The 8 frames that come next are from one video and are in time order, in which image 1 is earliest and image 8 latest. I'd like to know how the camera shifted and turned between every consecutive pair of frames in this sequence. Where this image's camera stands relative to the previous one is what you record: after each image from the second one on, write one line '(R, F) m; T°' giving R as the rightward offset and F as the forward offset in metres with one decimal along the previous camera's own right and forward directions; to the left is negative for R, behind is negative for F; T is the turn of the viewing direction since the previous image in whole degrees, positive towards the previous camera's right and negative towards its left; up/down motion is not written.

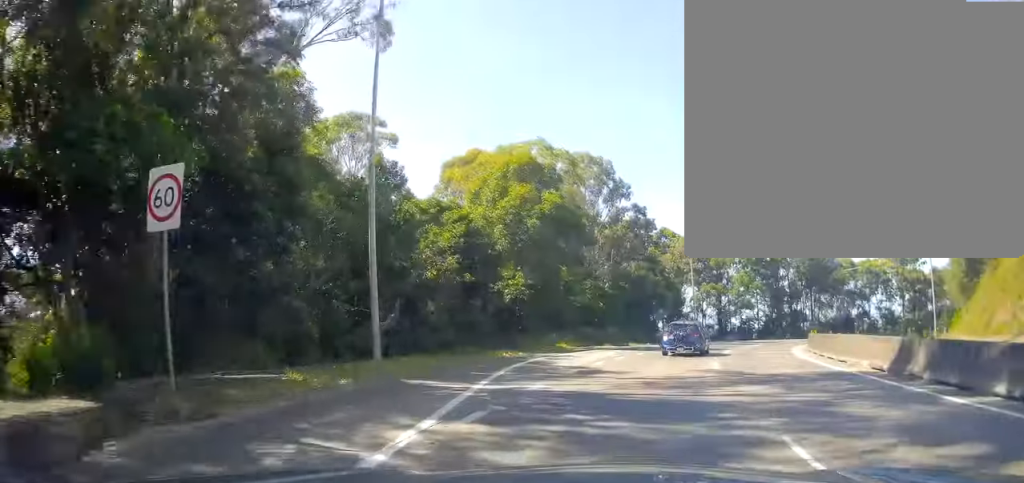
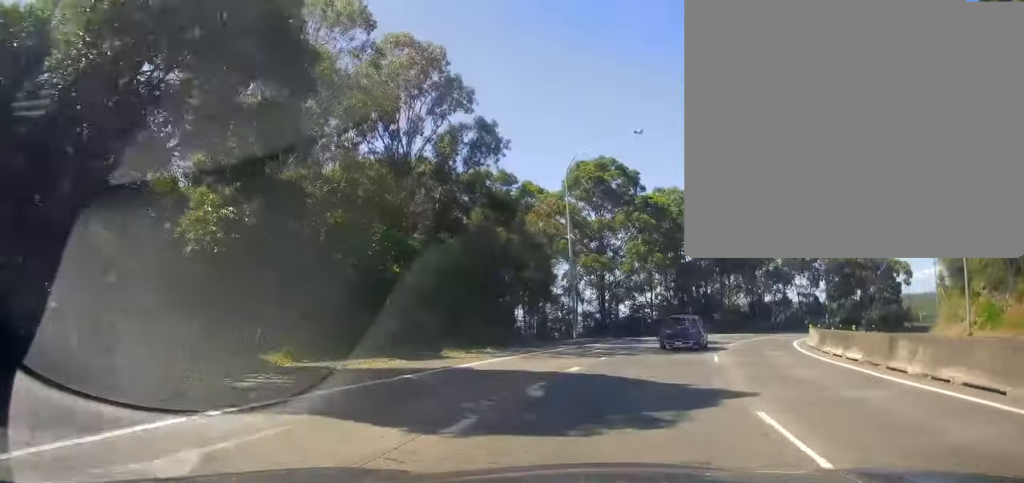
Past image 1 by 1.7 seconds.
(+3.2, +21.8) m; +16°
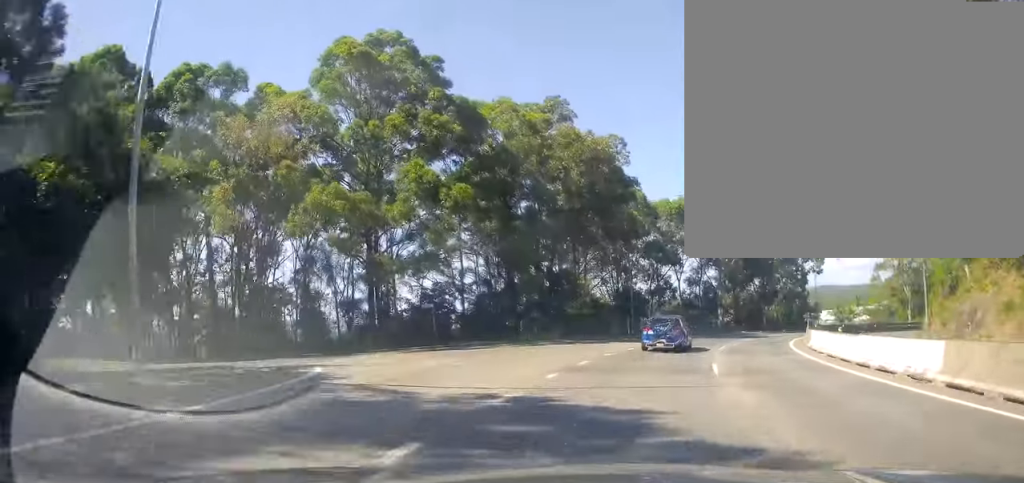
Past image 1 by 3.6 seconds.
(+2.4, +26.5) m; +12°
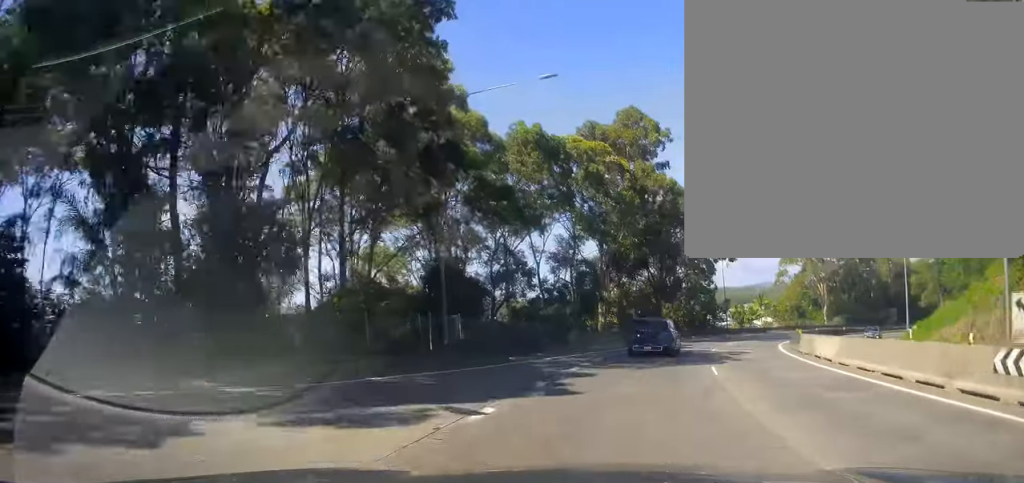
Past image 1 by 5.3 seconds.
(+3.5, +22.9) m; +16°
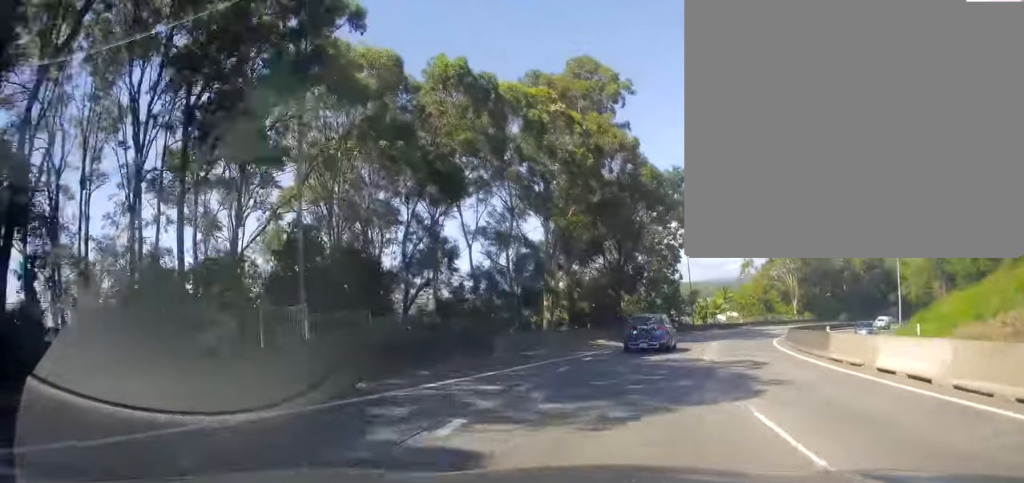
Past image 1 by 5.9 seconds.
(-0.1, +8.4) m; +5°
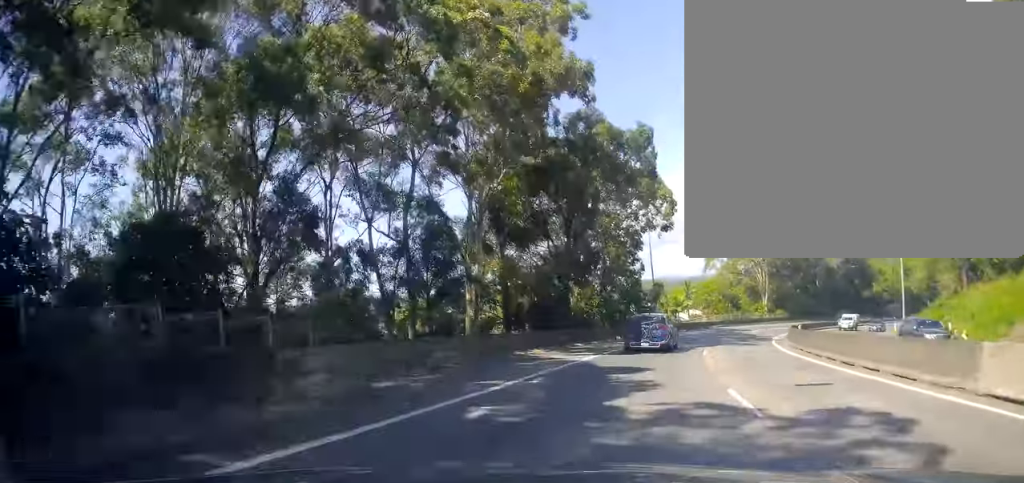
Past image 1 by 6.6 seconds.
(+0.9, +10.0) m; +7°
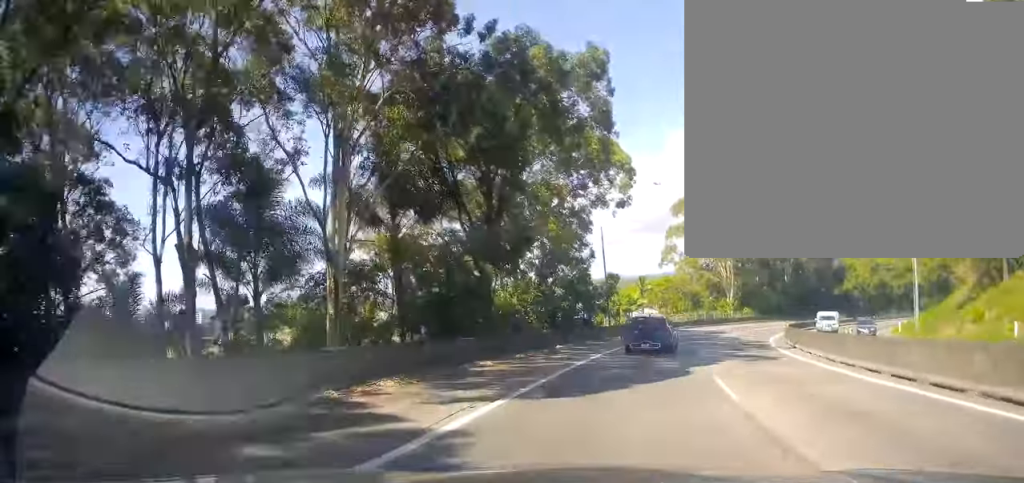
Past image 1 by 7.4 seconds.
(+0.7, +10.9) m; +6°
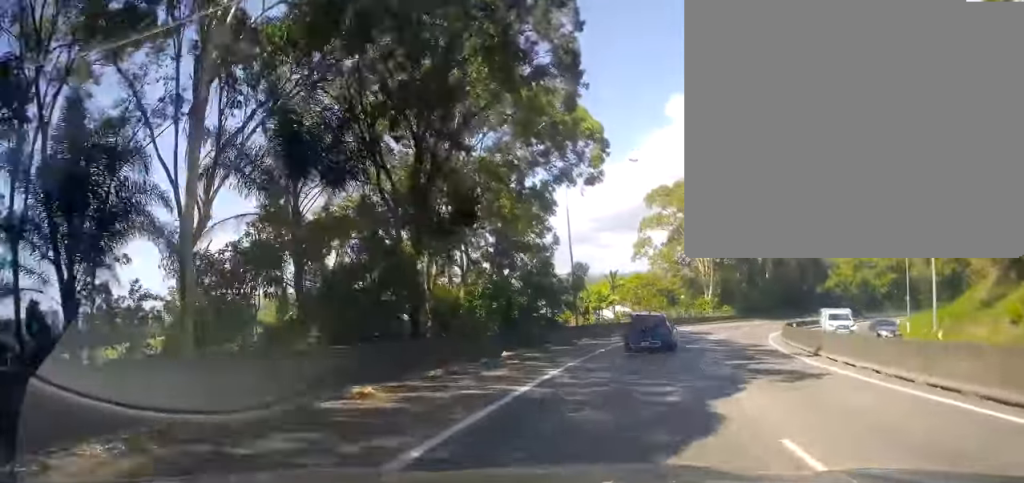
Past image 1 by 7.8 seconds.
(+0.3, +6.6) m; +2°
